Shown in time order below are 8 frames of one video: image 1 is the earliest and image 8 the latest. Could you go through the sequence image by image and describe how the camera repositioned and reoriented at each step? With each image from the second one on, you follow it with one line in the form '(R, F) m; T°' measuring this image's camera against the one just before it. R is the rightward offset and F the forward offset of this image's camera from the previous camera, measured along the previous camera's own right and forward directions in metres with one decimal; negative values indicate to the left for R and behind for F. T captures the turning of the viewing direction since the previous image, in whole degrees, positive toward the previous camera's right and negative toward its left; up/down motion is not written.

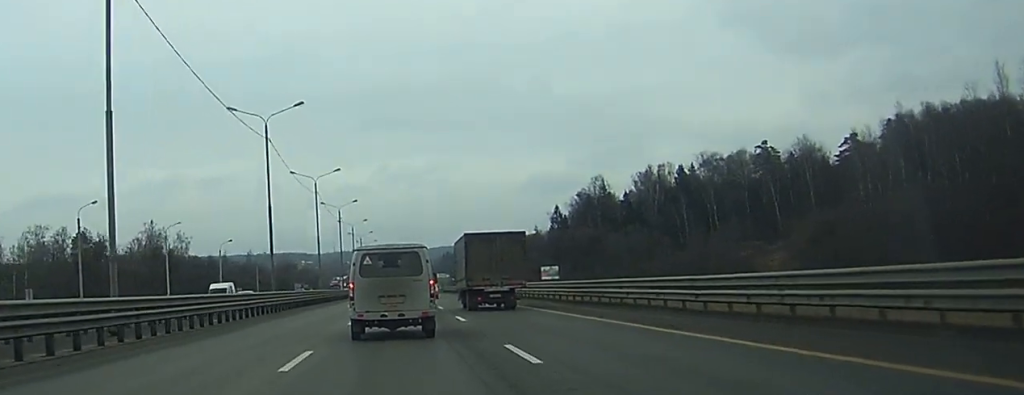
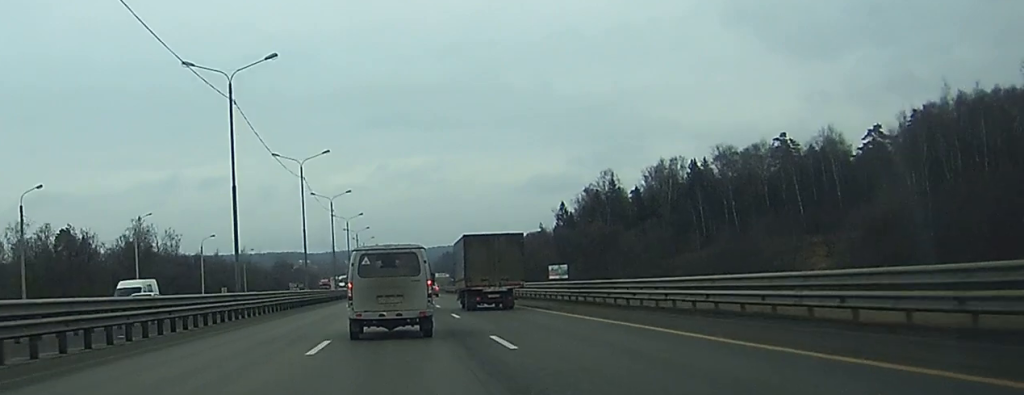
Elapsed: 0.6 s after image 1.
(0.0, +13.0) m; 0°
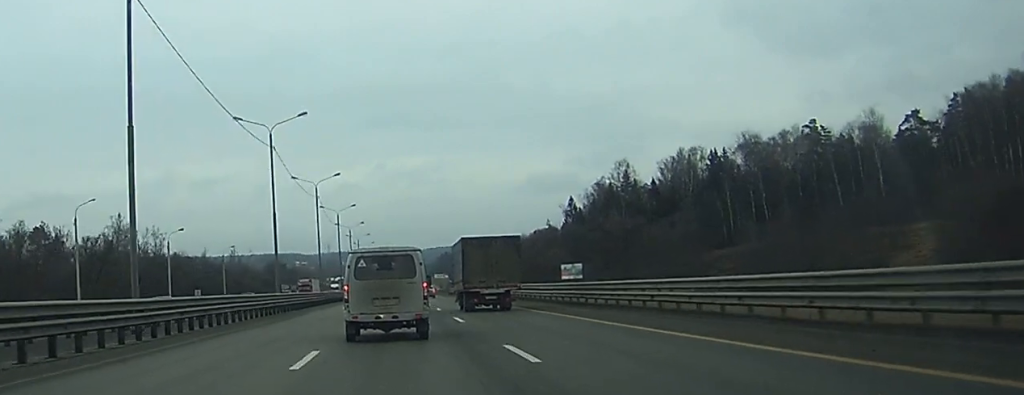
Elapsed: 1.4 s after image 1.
(0.0, +18.5) m; 0°
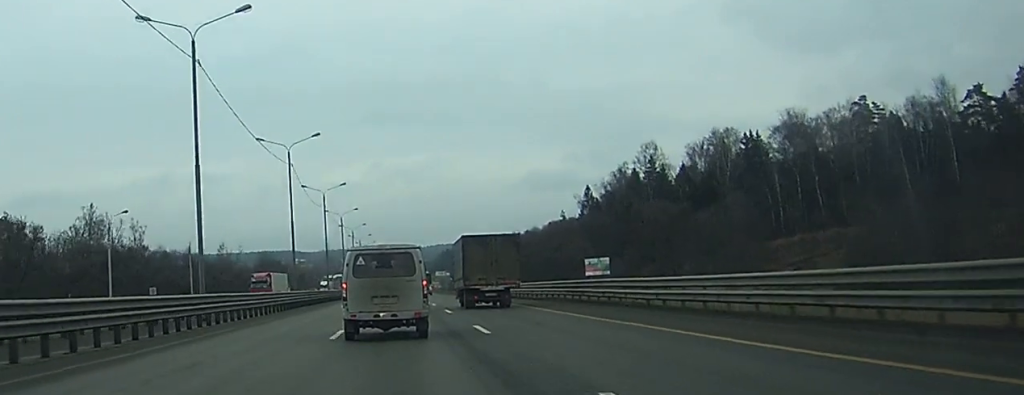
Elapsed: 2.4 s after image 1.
(+0.1, +24.6) m; 0°
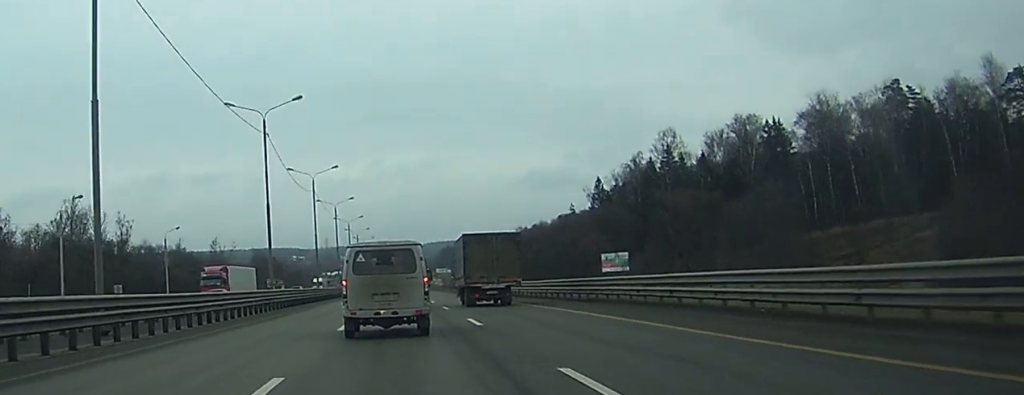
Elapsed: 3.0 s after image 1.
(+0.1, +13.8) m; 0°
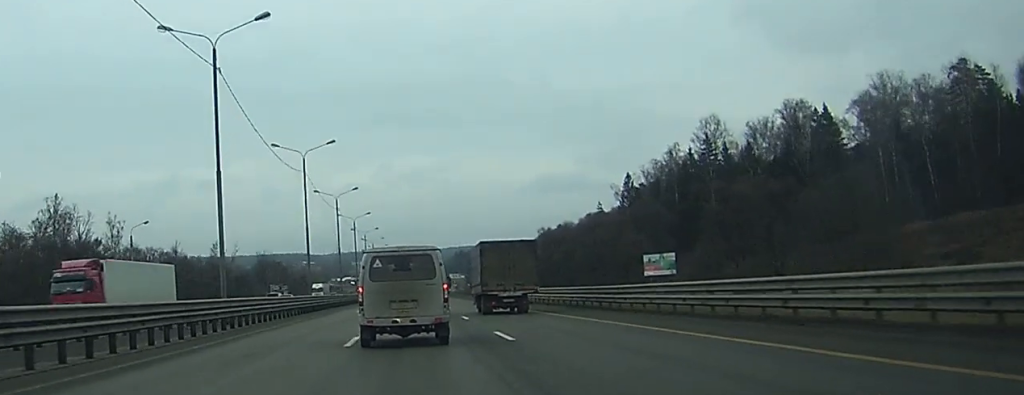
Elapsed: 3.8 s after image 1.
(0.0, +19.8) m; 0°
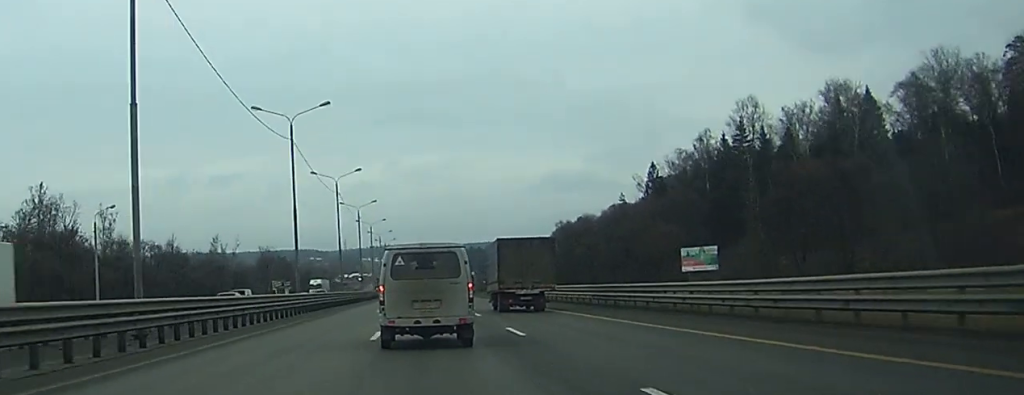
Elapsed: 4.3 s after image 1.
(0.0, +14.2) m; -1°
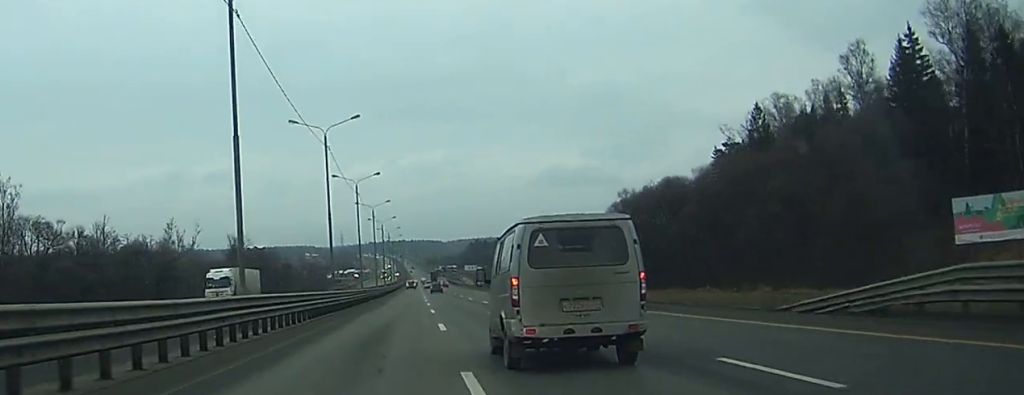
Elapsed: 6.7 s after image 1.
(-0.5, +62.1) m; 0°
